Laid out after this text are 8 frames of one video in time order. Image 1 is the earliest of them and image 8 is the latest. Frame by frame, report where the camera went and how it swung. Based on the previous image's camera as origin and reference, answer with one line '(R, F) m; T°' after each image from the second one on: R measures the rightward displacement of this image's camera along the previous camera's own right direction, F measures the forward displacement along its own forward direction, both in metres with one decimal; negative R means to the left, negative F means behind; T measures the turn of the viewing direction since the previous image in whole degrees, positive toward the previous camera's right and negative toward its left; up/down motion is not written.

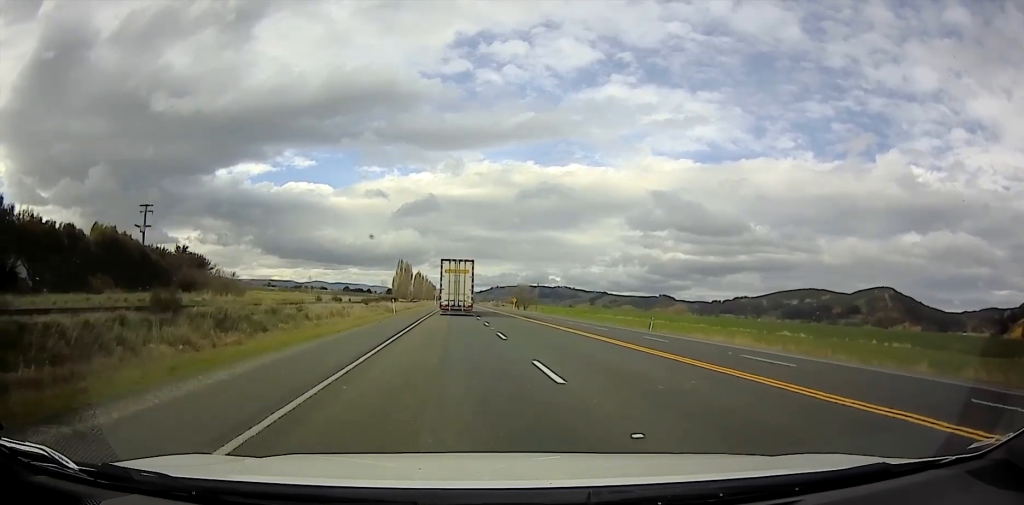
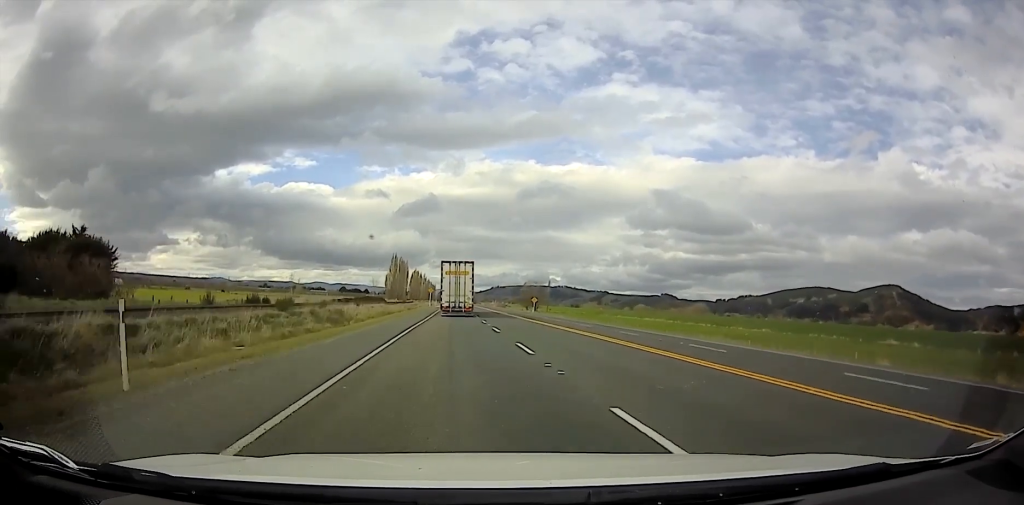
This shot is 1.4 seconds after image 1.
(+0.5, +34.9) m; +1°
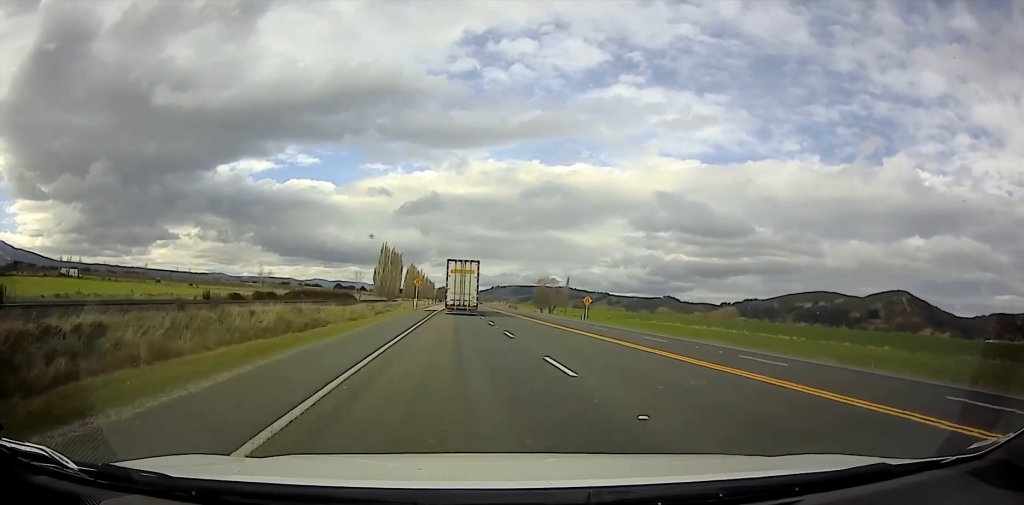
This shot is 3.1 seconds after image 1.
(-0.1, +50.2) m; -1°
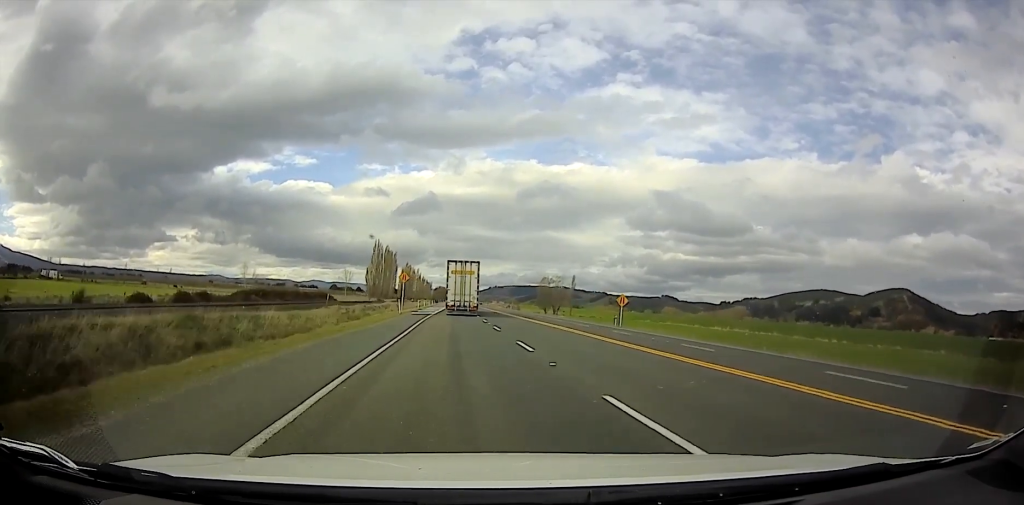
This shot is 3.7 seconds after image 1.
(-0.1, +16.2) m; 0°
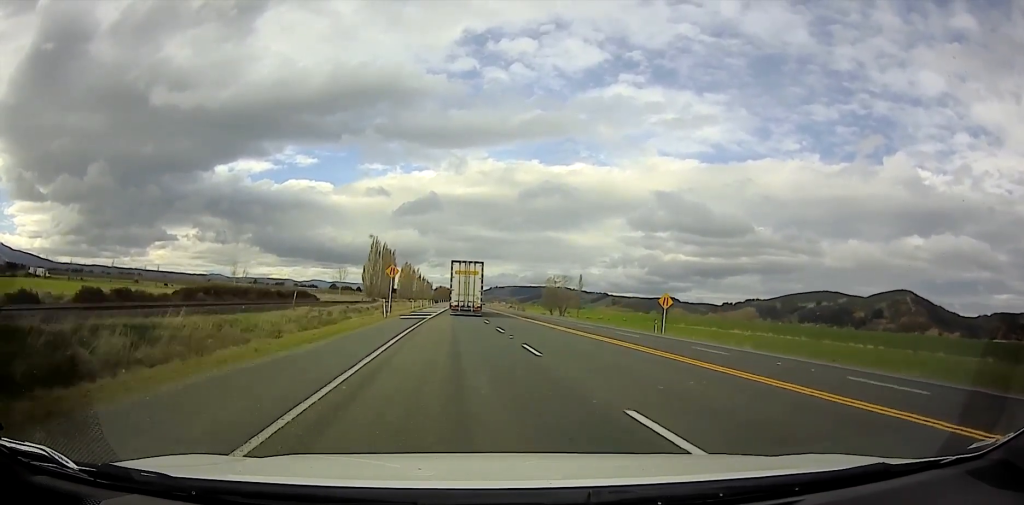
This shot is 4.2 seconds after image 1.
(0.0, +11.5) m; 0°
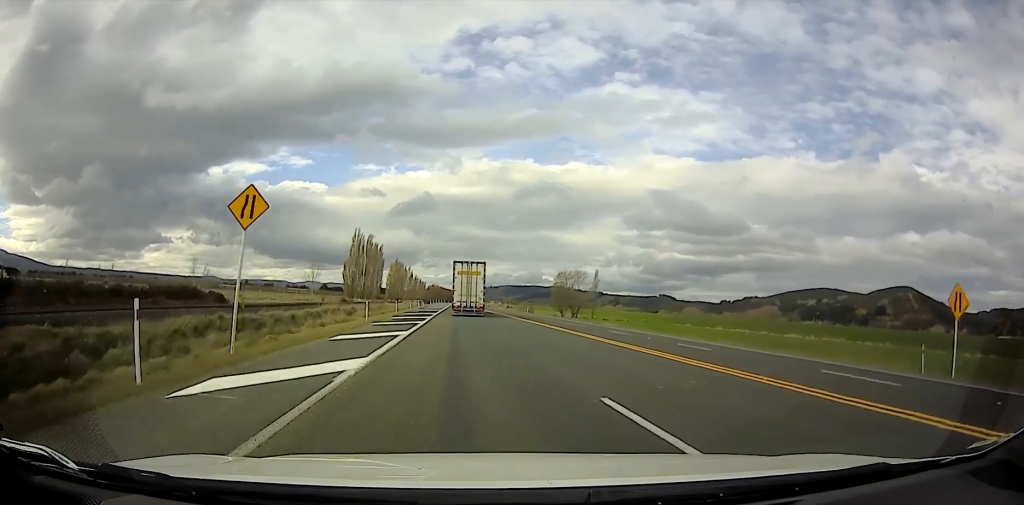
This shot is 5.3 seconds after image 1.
(0.0, +27.7) m; 0°
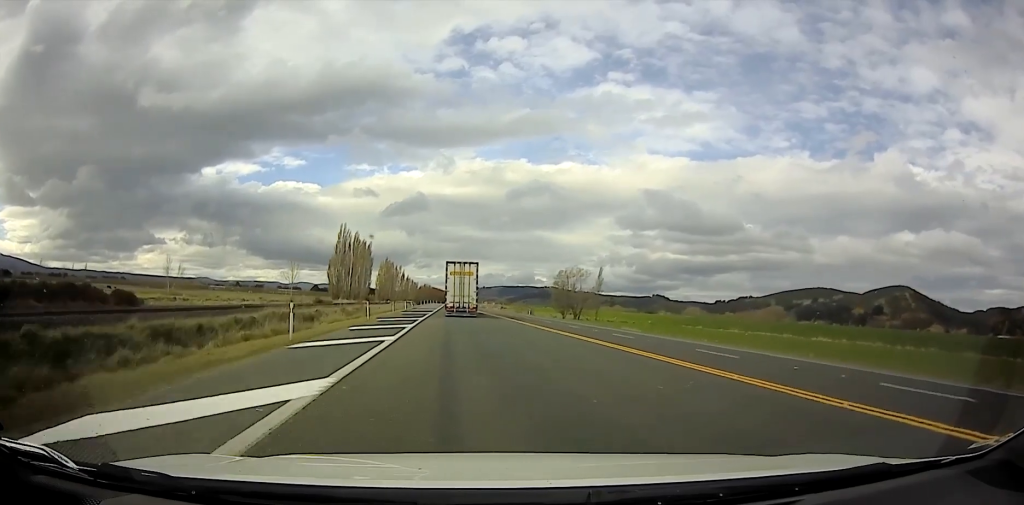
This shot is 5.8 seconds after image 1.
(0.0, +11.0) m; 0°
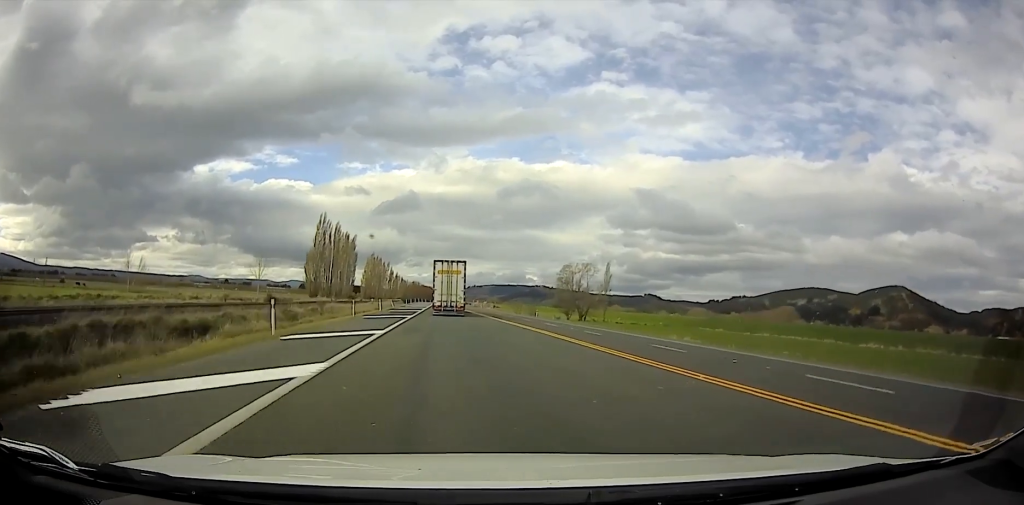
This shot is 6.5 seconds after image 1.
(0.0, +14.9) m; 0°
